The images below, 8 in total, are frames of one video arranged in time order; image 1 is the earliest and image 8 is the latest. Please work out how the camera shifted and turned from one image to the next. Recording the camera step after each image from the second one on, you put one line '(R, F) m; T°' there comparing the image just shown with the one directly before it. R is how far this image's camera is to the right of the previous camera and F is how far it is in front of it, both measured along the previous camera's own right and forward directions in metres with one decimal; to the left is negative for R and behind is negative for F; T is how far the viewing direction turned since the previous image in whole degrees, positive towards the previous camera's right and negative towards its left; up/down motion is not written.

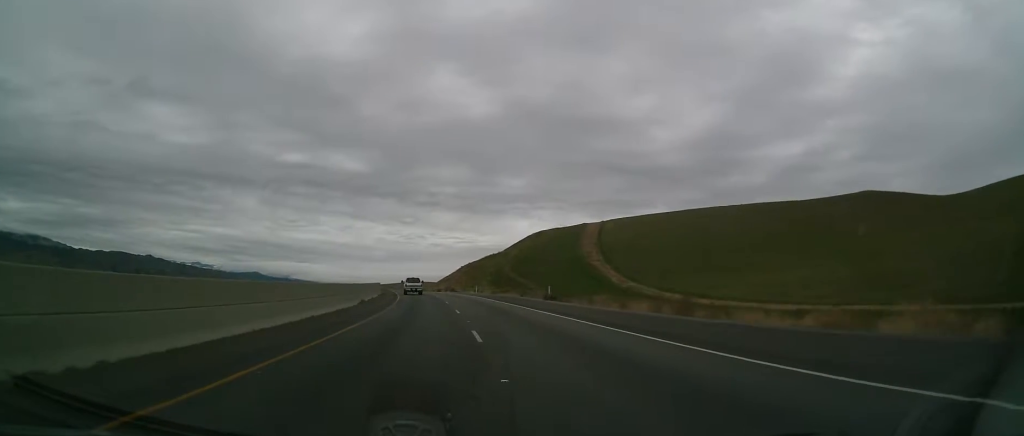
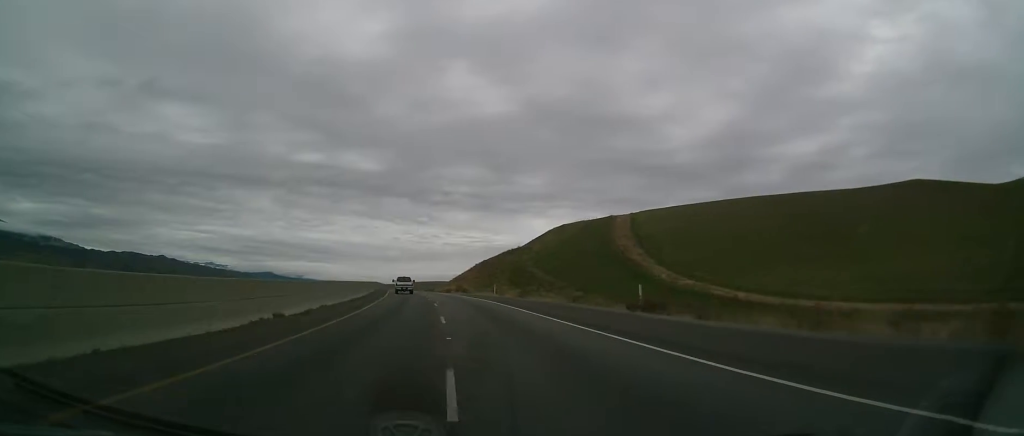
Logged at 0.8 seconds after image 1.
(-0.2, +23.9) m; -2°
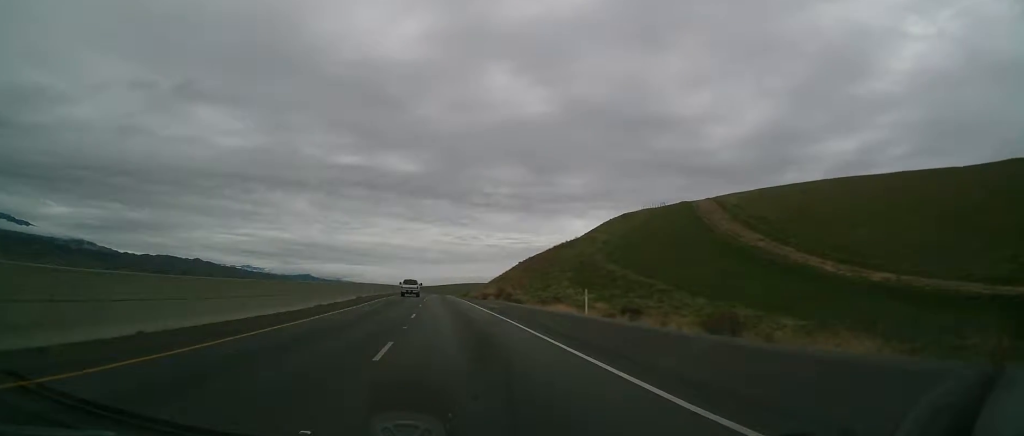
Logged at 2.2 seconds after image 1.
(-1.7, +39.8) m; -5°
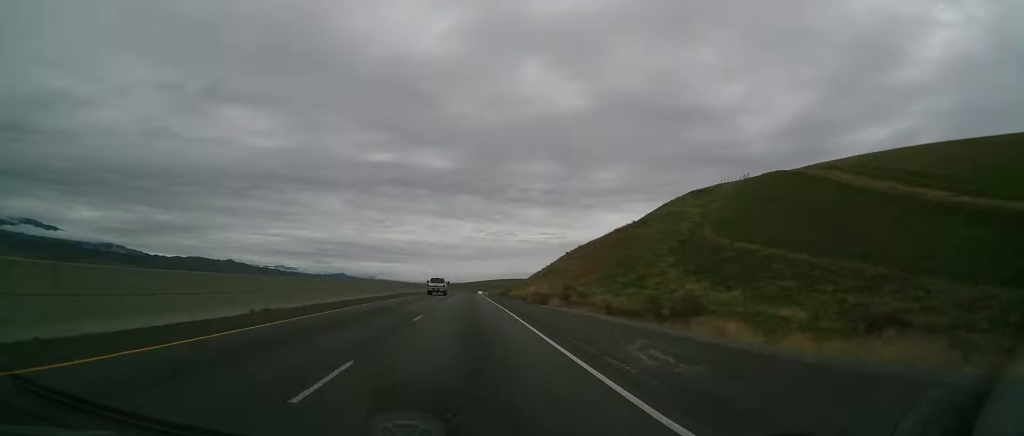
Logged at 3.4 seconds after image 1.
(-0.9, +34.3) m; -2°
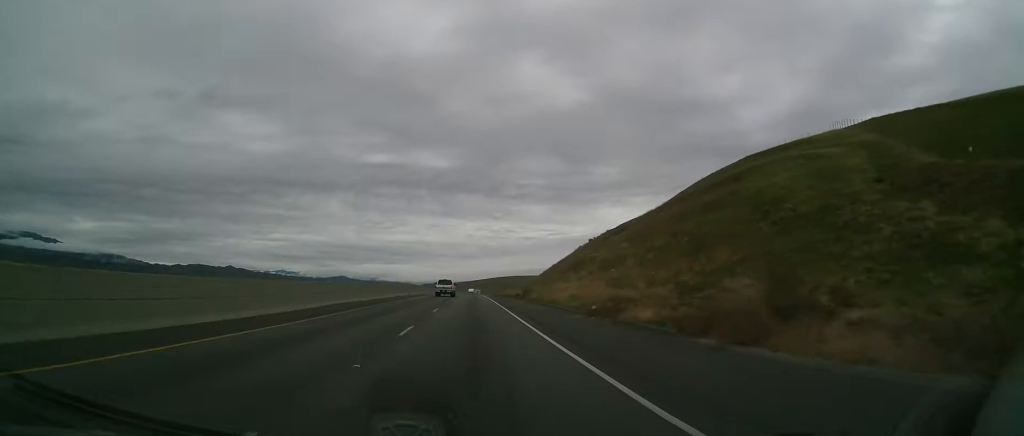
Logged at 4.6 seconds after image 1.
(-0.2, +34.7) m; 0°
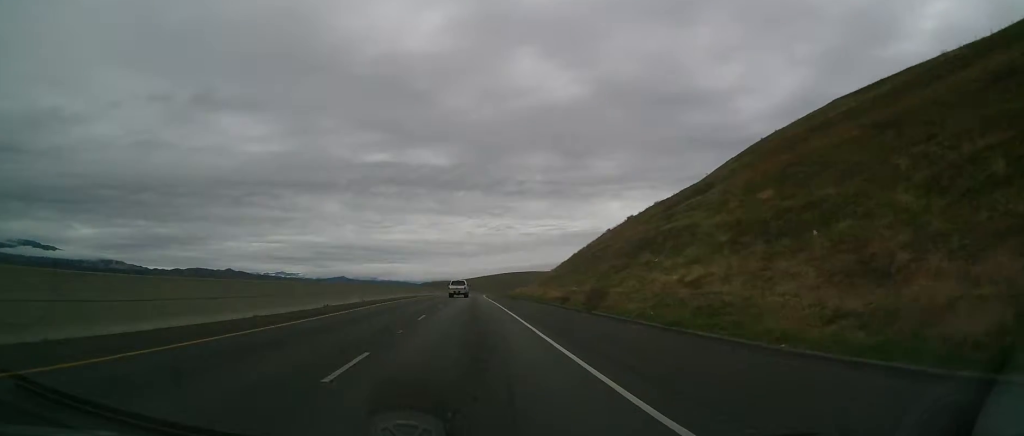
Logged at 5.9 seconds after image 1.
(0.0, +37.3) m; 0°
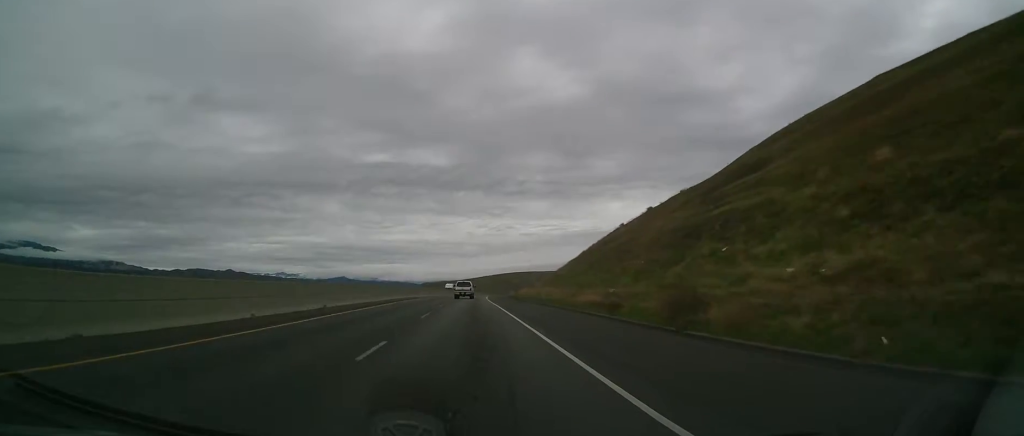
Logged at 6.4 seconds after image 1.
(0.0, +12.1) m; 0°
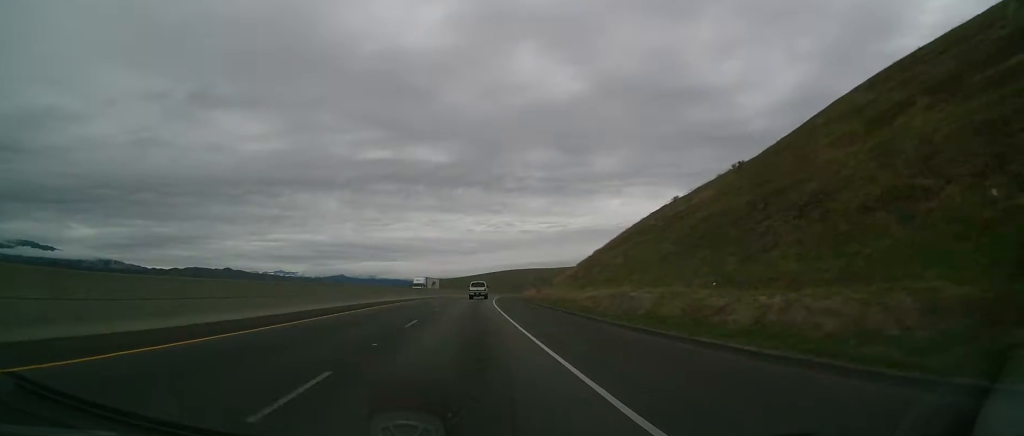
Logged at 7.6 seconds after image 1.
(0.0, +34.3) m; 0°
